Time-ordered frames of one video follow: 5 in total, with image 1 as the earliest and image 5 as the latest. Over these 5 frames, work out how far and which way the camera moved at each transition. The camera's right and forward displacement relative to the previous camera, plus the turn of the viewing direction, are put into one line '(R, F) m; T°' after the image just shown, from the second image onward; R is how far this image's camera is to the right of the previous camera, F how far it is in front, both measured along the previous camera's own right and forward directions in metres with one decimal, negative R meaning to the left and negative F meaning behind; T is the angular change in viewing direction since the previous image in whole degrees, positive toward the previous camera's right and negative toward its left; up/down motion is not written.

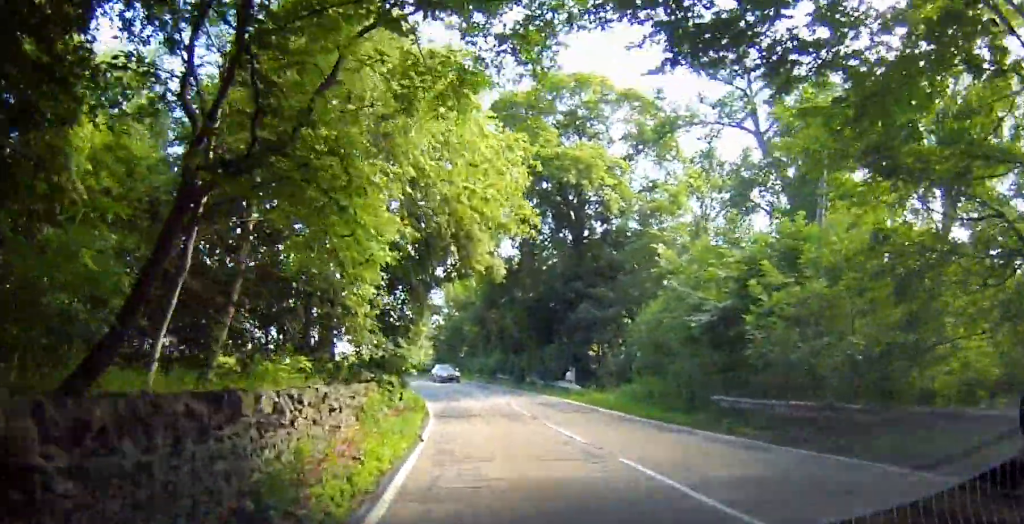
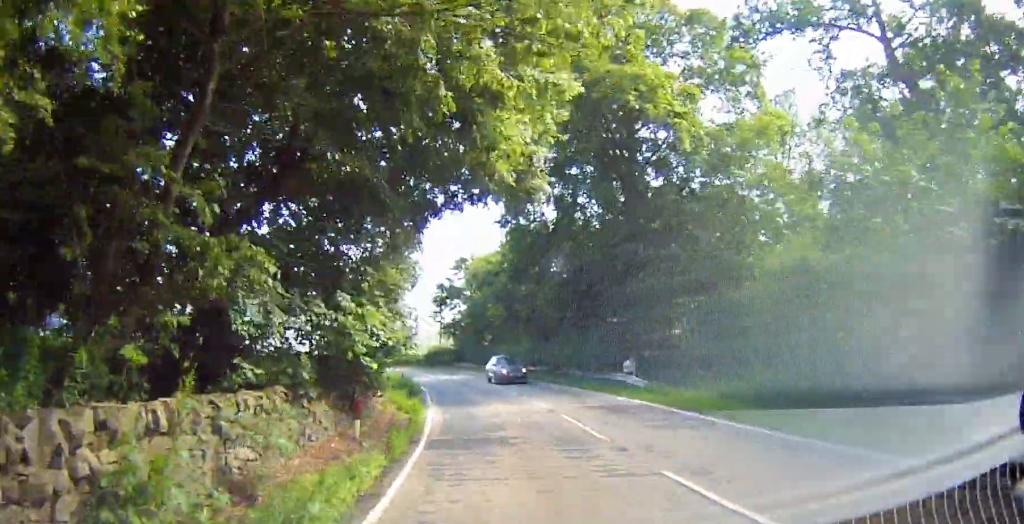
(0.0, +9.5) m; -1°
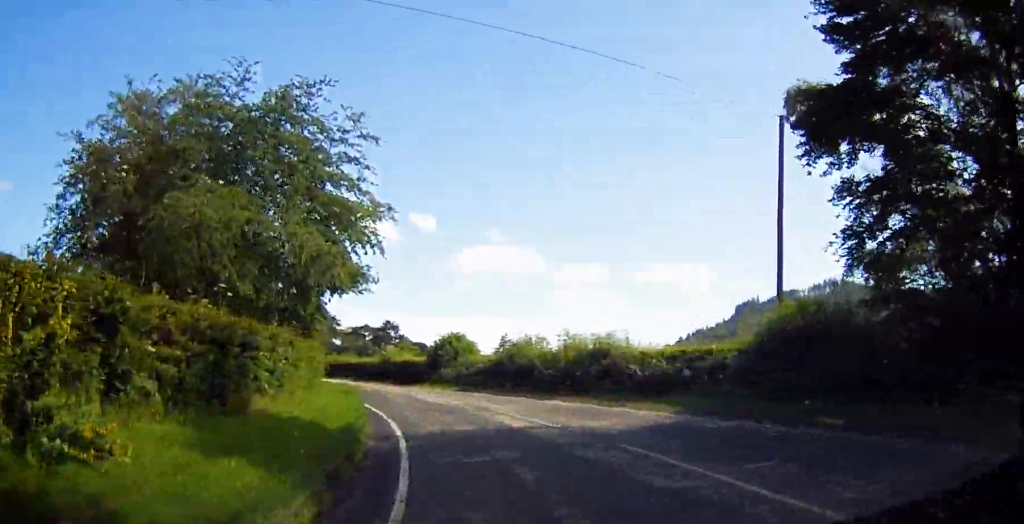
(-7.0, +56.7) m; -19°
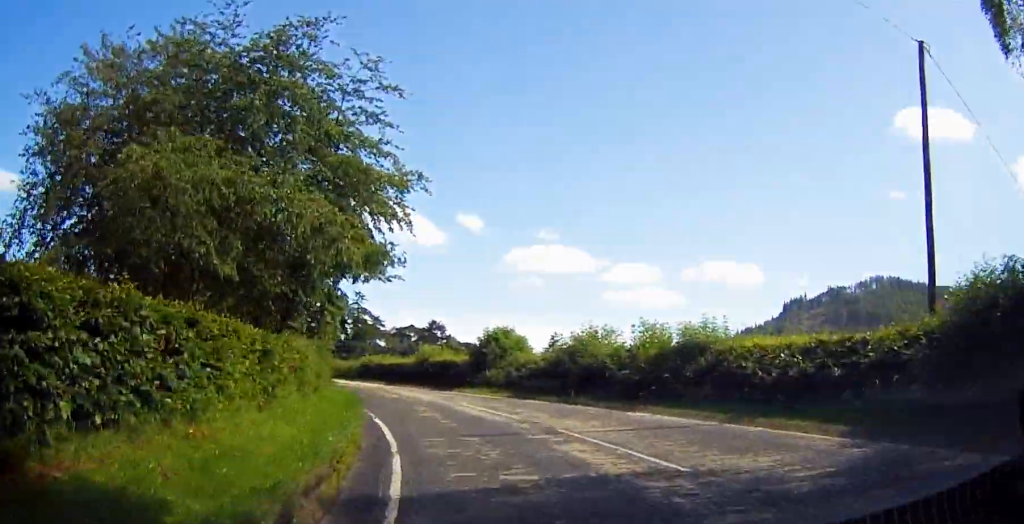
(-0.5, +6.2) m; -5°
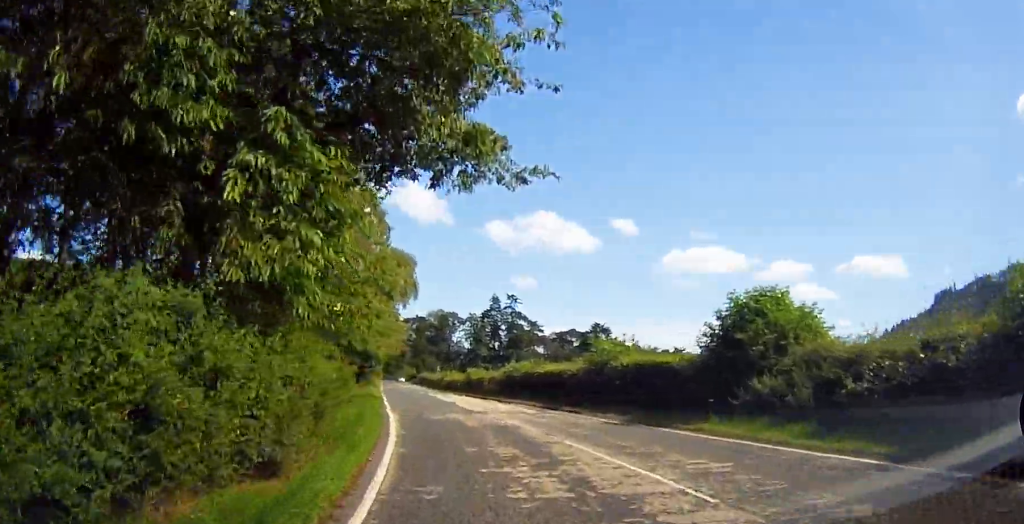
(-2.3, +18.5) m; -14°
